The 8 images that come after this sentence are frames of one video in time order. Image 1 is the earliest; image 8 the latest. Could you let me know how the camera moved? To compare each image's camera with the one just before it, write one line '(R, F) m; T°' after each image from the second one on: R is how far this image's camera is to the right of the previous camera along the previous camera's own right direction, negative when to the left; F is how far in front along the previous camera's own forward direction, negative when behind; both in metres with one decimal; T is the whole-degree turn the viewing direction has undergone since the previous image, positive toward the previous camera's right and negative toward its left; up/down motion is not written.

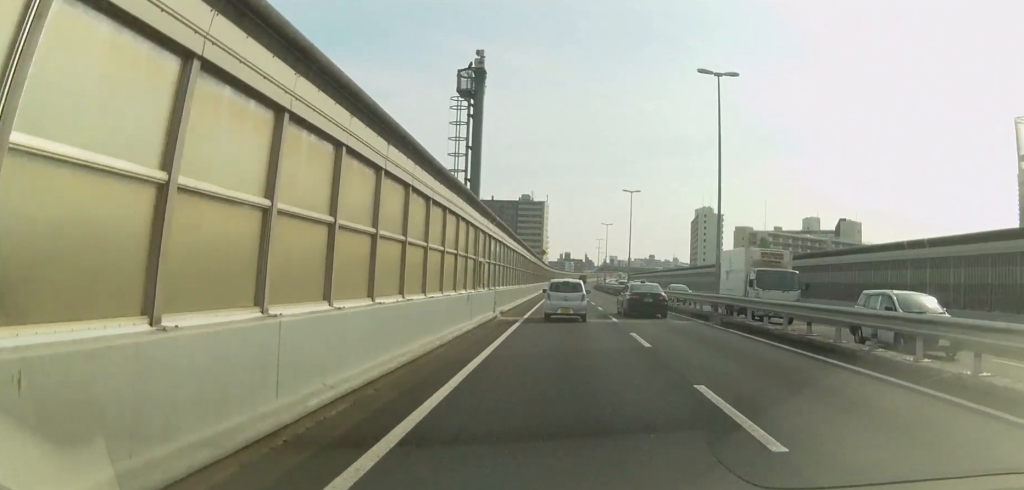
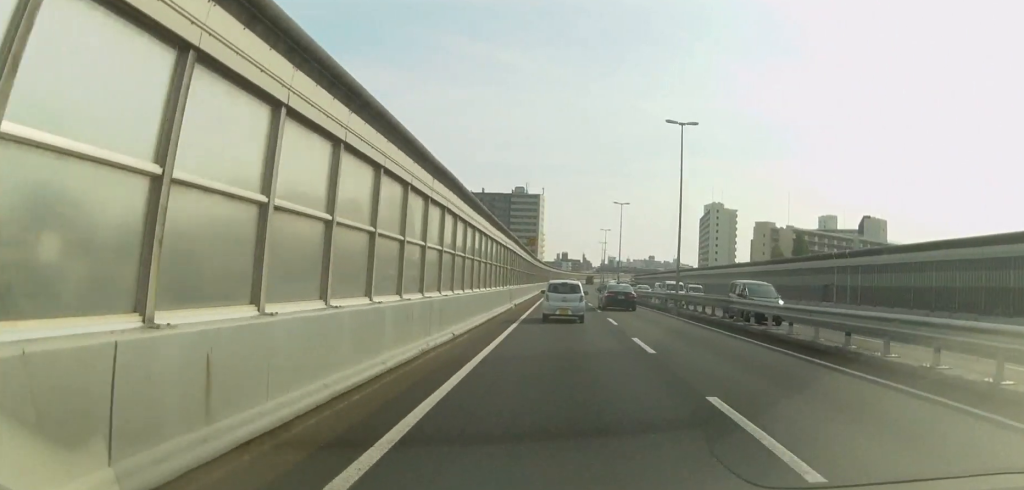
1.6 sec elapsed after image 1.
(0.0, +30.7) m; +1°
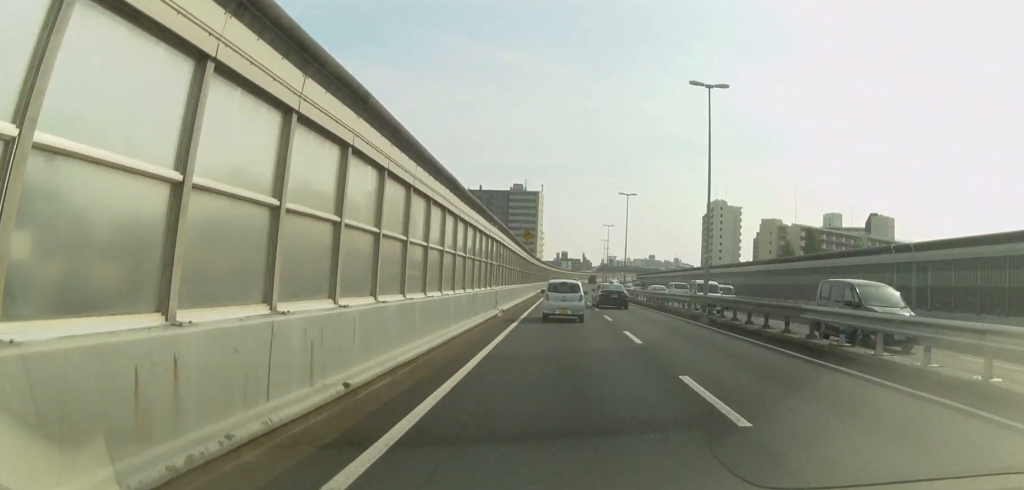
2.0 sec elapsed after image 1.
(+0.1, +7.6) m; 0°
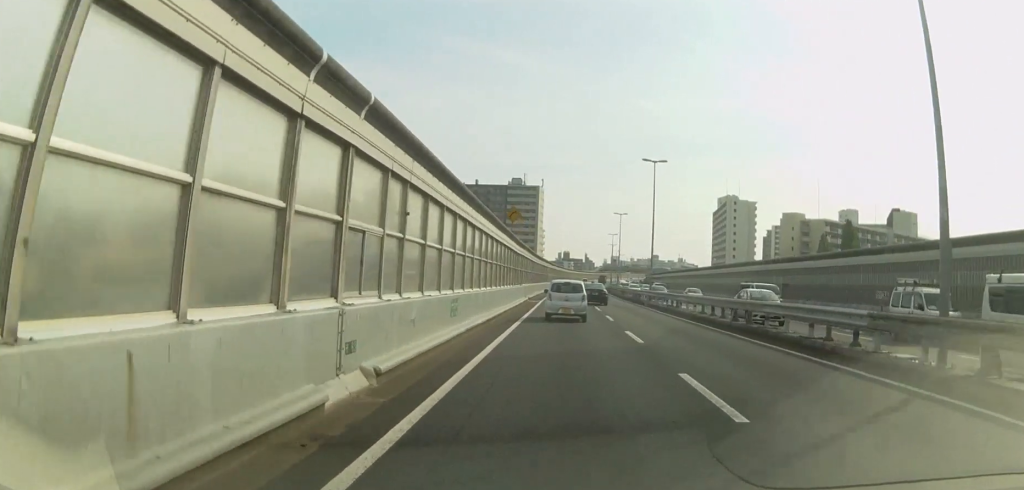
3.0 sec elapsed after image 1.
(+0.2, +19.7) m; 0°
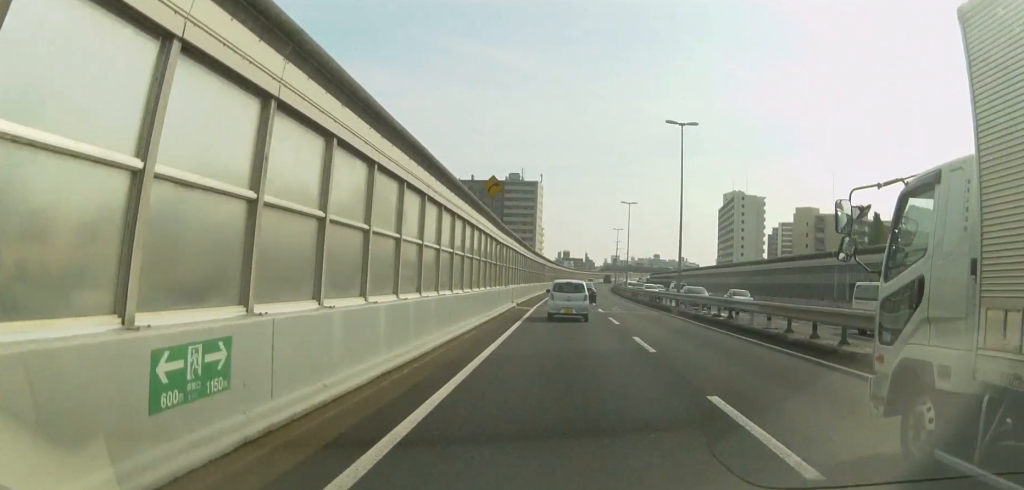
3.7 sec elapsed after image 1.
(-0.2, +12.1) m; -1°
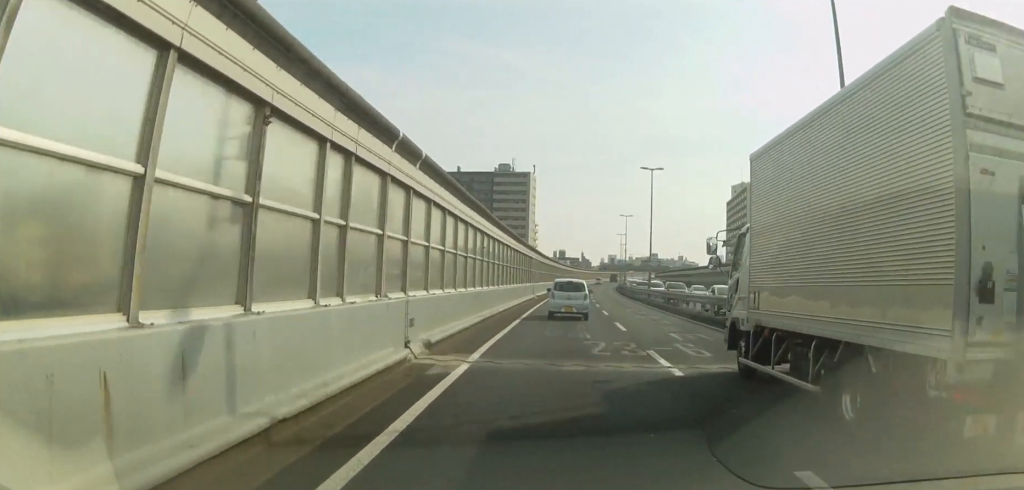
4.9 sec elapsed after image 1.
(0.0, +23.8) m; 0°
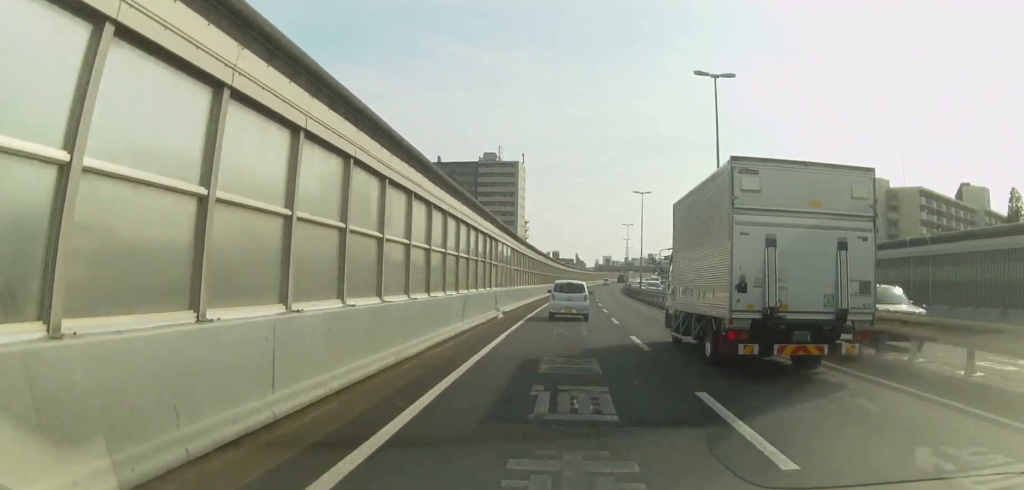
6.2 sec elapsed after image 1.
(0.0, +25.8) m; 0°
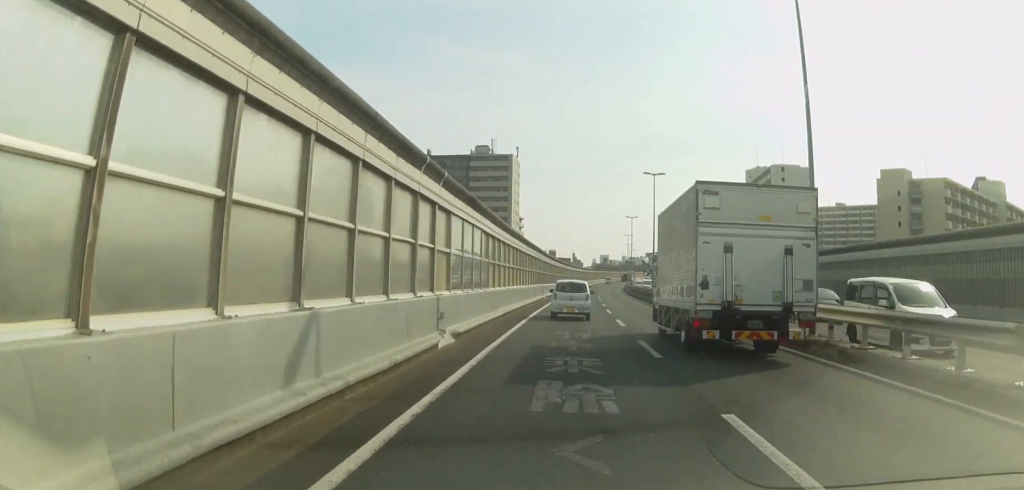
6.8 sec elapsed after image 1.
(0.0, +11.7) m; +1°
